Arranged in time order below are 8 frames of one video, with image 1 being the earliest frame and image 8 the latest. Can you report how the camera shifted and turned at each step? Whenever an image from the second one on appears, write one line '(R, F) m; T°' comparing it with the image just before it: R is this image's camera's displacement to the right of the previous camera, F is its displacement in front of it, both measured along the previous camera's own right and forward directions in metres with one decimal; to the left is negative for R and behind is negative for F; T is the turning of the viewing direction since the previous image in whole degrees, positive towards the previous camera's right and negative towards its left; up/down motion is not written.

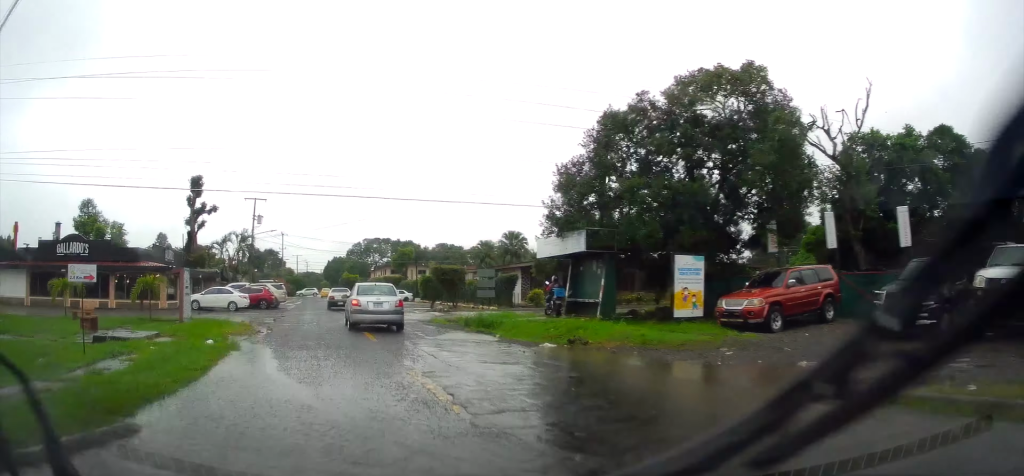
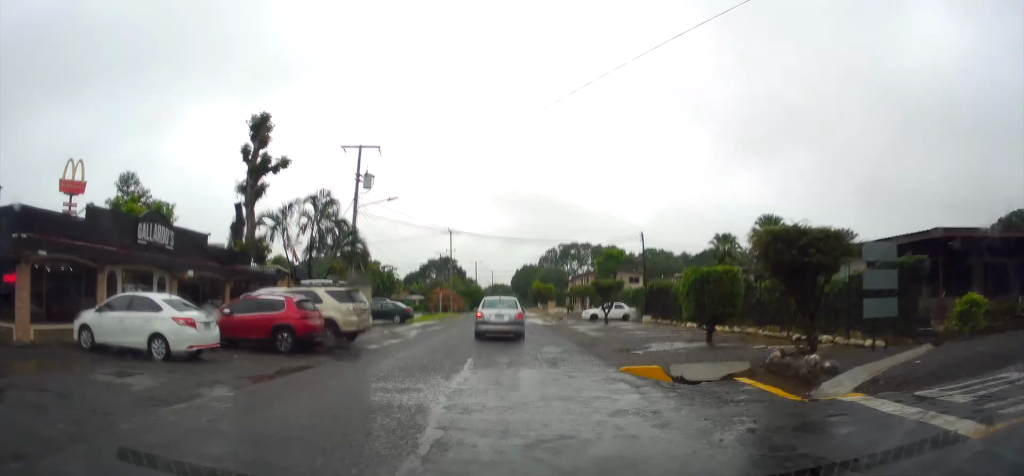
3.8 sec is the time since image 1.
(-12.8, +22.9) m; -45°
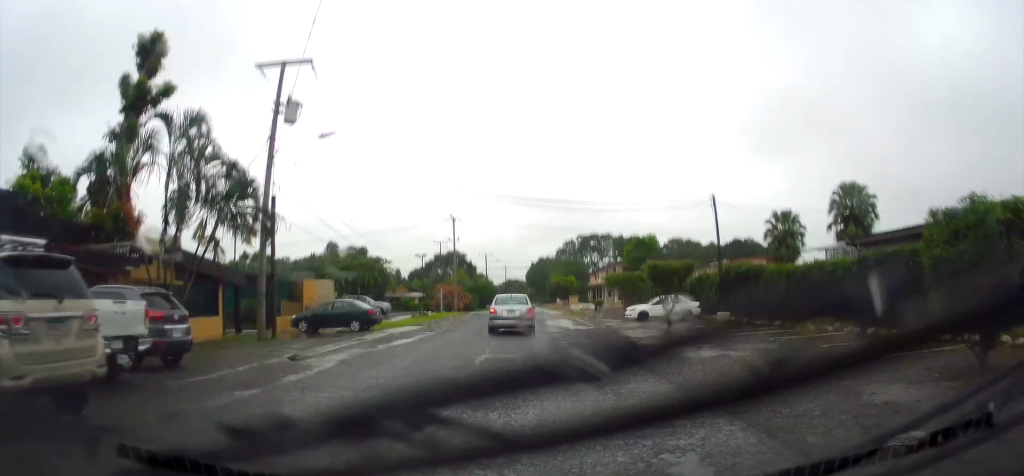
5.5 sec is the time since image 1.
(-1.6, +13.7) m; -3°
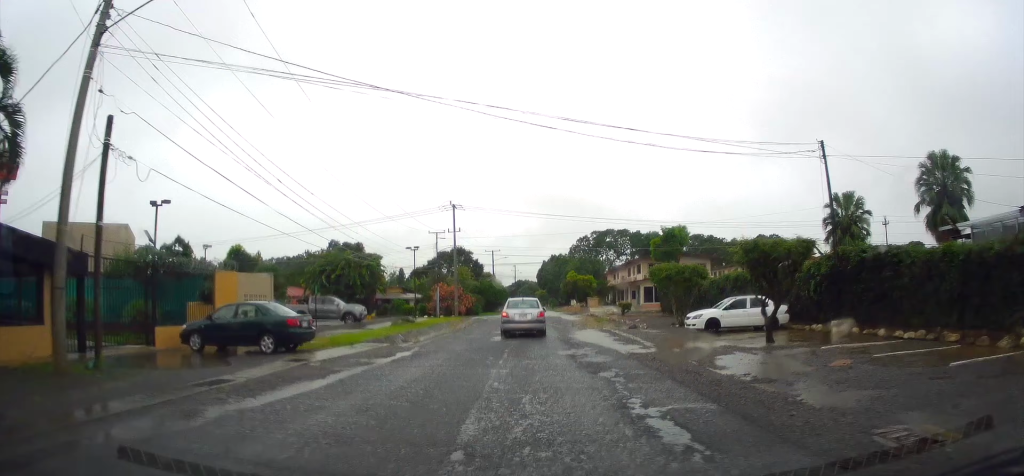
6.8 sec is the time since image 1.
(+0.9, +10.8) m; +1°
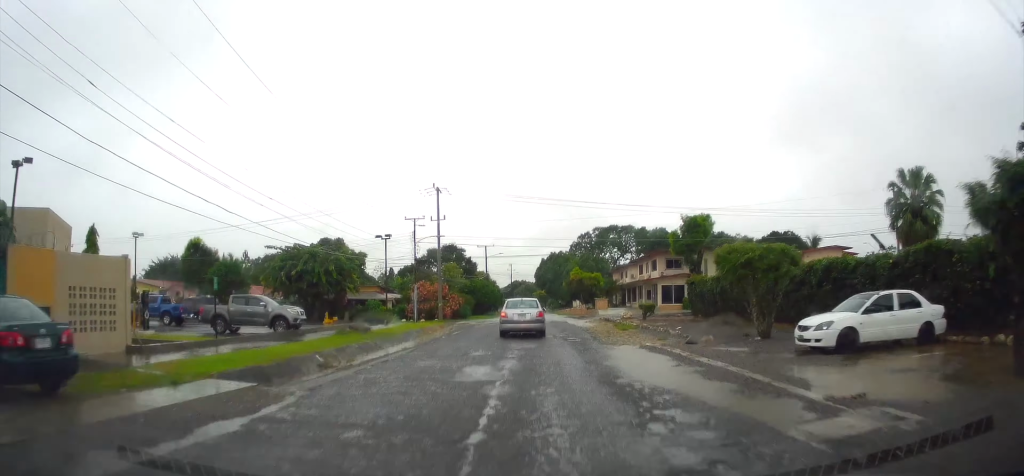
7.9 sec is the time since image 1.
(0.0, +10.2) m; 0°
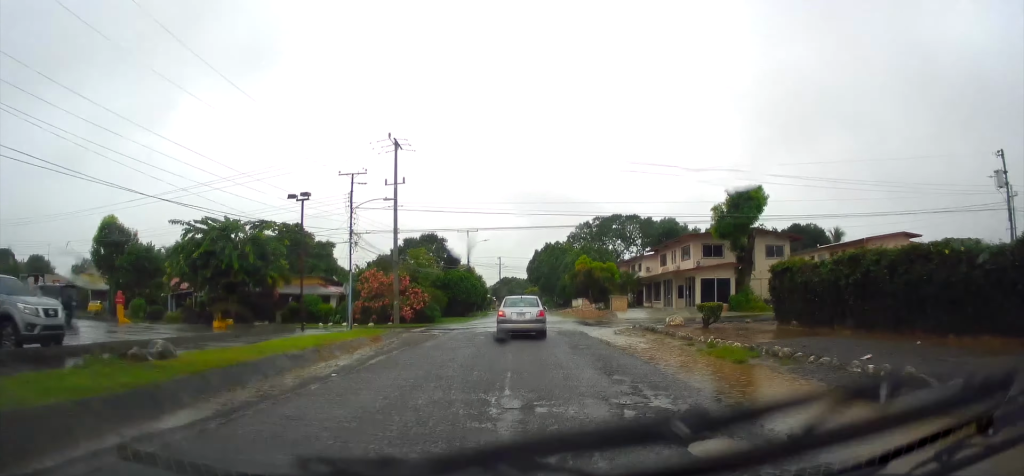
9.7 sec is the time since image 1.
(-0.6, +15.4) m; 0°
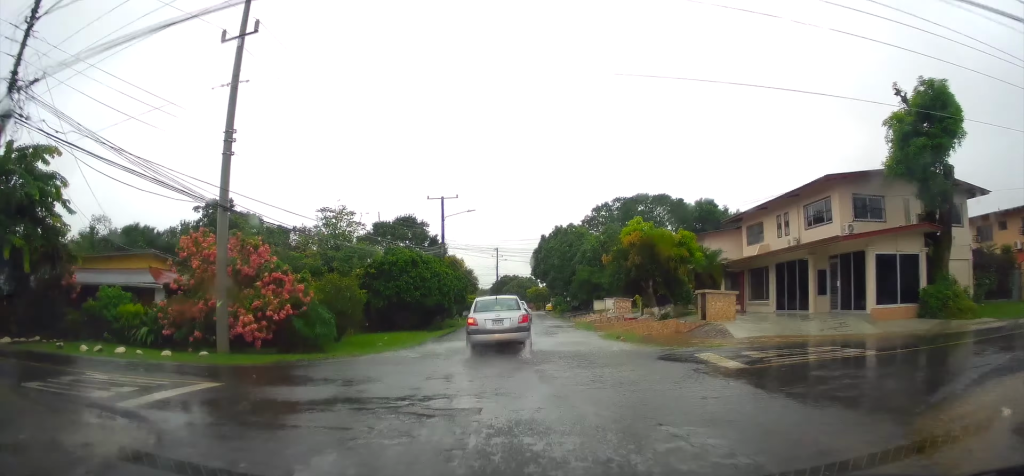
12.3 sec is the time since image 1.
(+0.5, +23.2) m; 0°
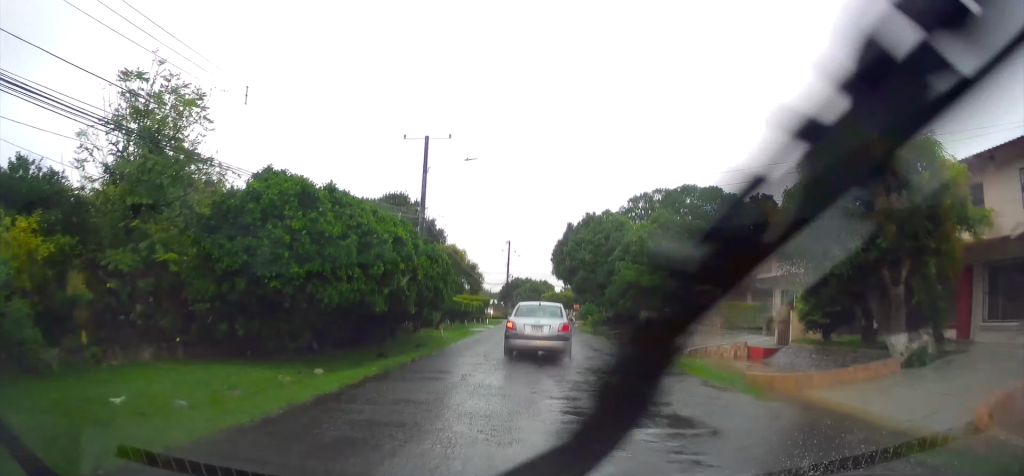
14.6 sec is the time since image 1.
(-0.3, +18.6) m; +2°
